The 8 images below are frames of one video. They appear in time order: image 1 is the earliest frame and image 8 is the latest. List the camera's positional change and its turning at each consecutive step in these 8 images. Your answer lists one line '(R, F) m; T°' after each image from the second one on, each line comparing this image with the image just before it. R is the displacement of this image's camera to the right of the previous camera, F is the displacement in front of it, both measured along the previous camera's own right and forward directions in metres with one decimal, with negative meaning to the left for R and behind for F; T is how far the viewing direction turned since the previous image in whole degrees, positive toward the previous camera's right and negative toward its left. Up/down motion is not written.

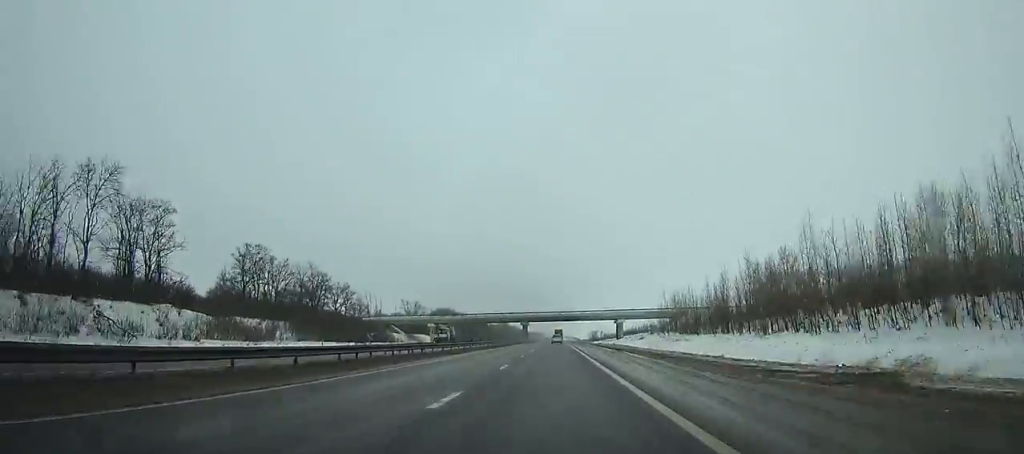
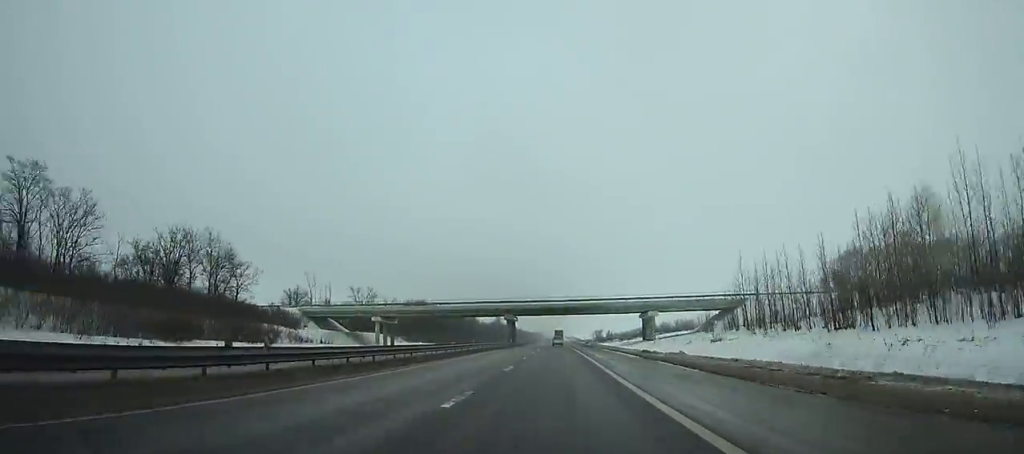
(+0.1, +47.1) m; 0°
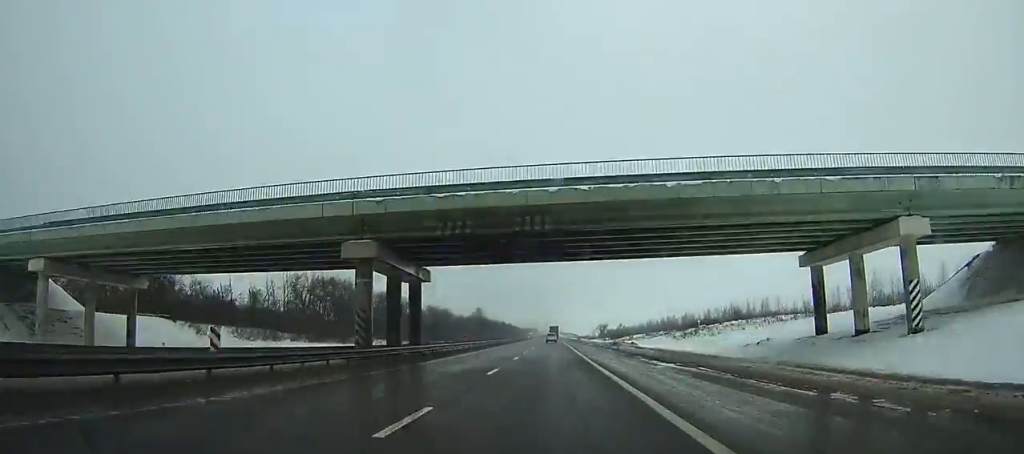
(+0.1, +75.7) m; 0°
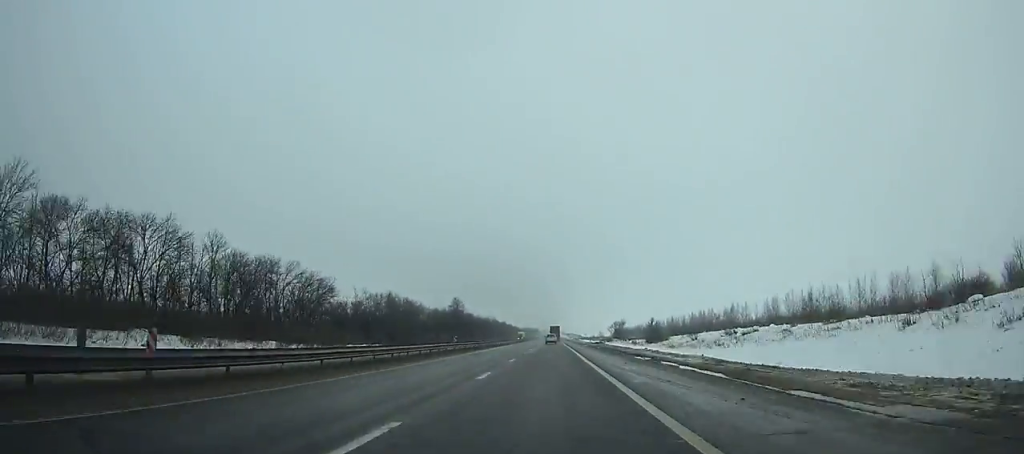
(+0.2, +74.8) m; 0°
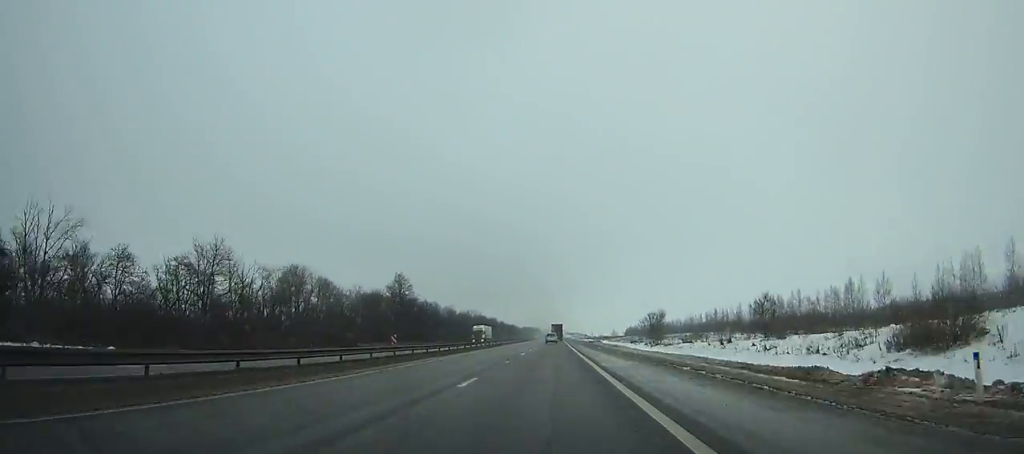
(0.0, +87.0) m; 0°
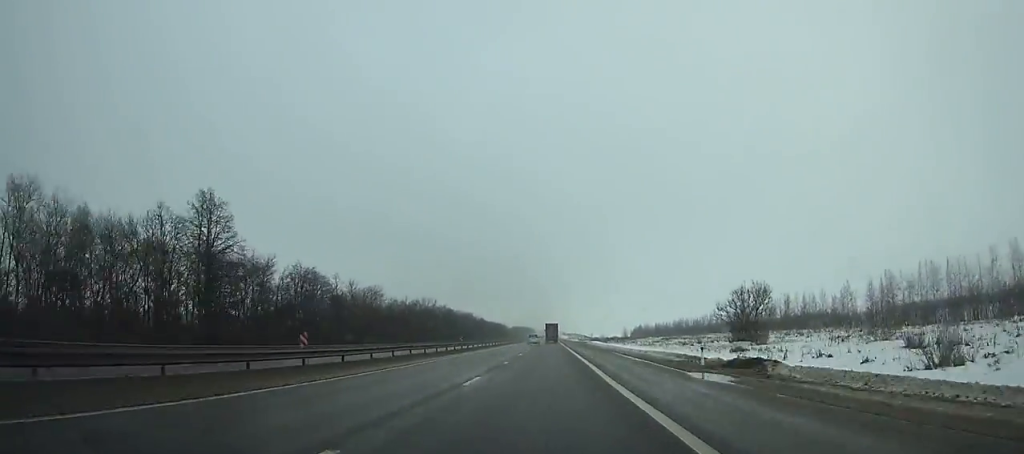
(0.0, +82.8) m; 0°
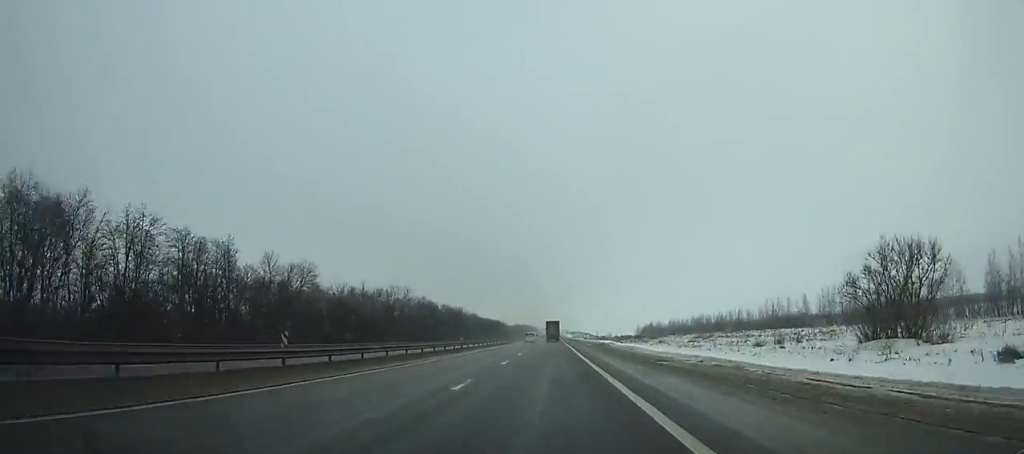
(+0.1, +37.6) m; 0°
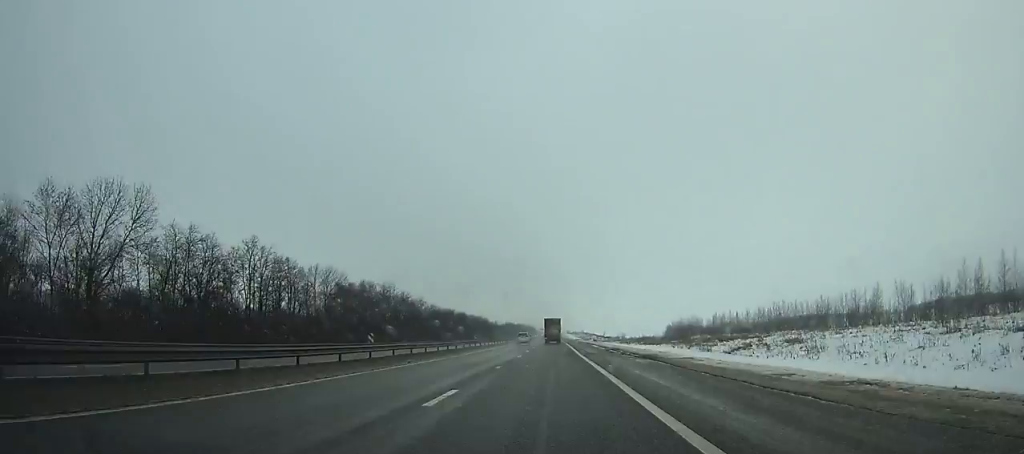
(-0.2, +98.7) m; 0°
